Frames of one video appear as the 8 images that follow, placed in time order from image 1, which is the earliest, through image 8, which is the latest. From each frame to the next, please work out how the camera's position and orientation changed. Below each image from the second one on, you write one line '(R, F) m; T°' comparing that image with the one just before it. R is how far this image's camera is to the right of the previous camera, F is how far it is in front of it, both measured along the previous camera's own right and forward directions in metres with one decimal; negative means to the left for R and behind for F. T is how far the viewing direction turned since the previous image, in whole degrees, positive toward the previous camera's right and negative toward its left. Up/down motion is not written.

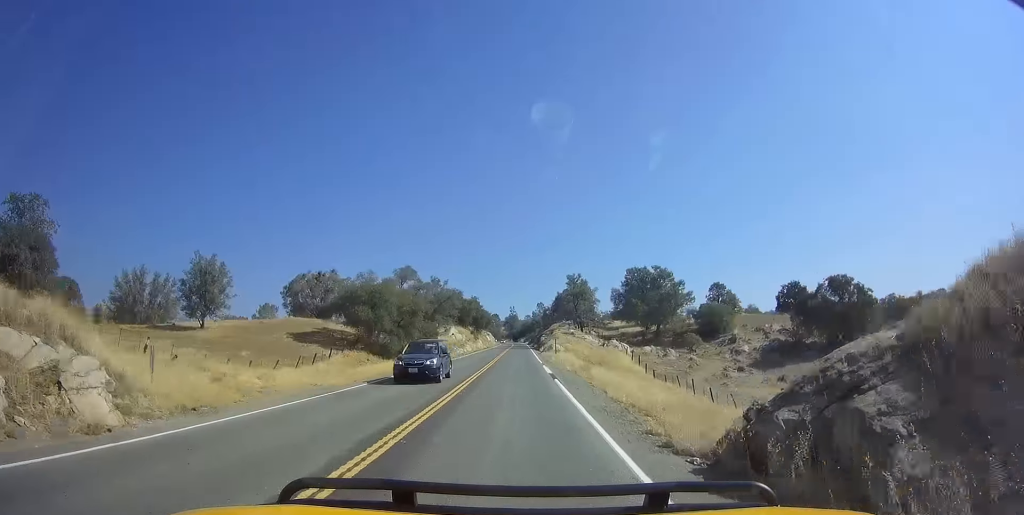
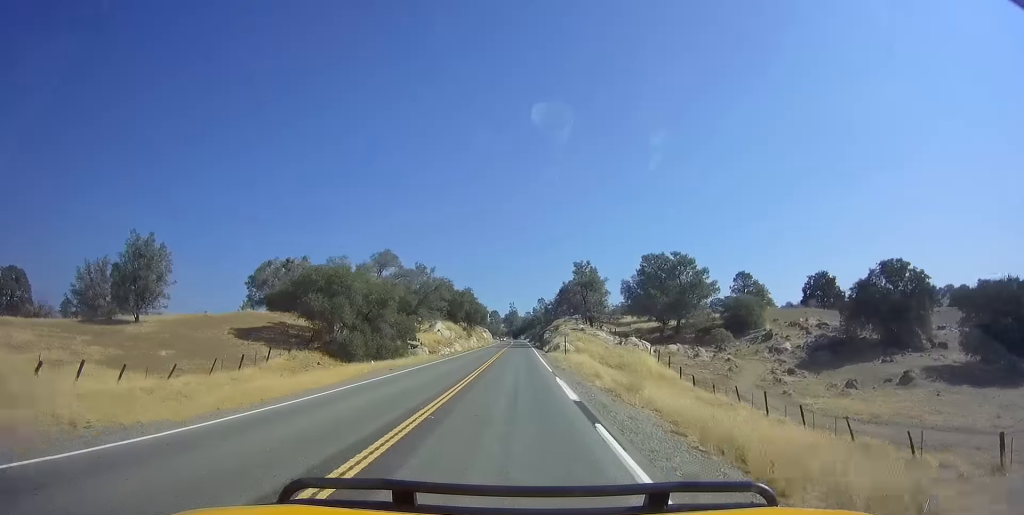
(-0.3, +12.4) m; 0°
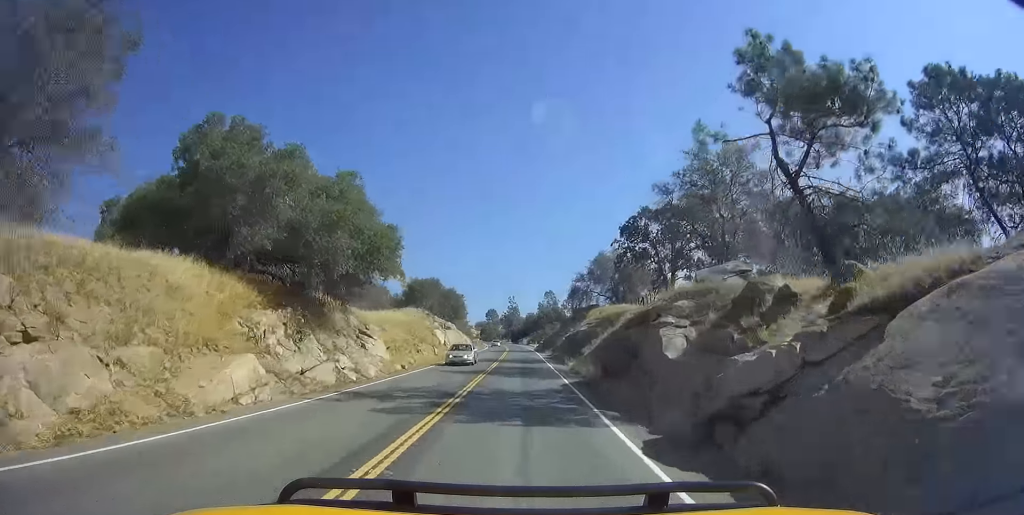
(+0.1, +62.8) m; 0°
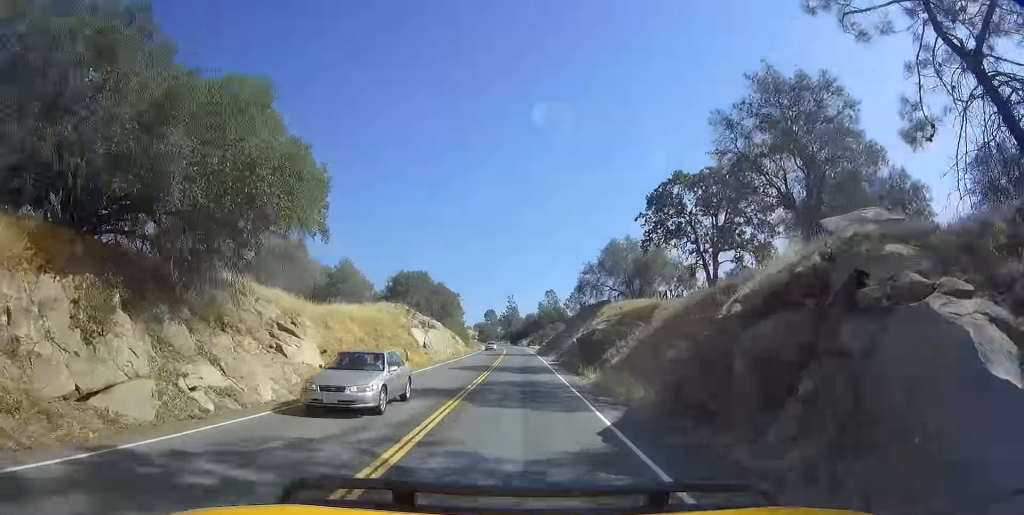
(+0.3, +9.9) m; 0°
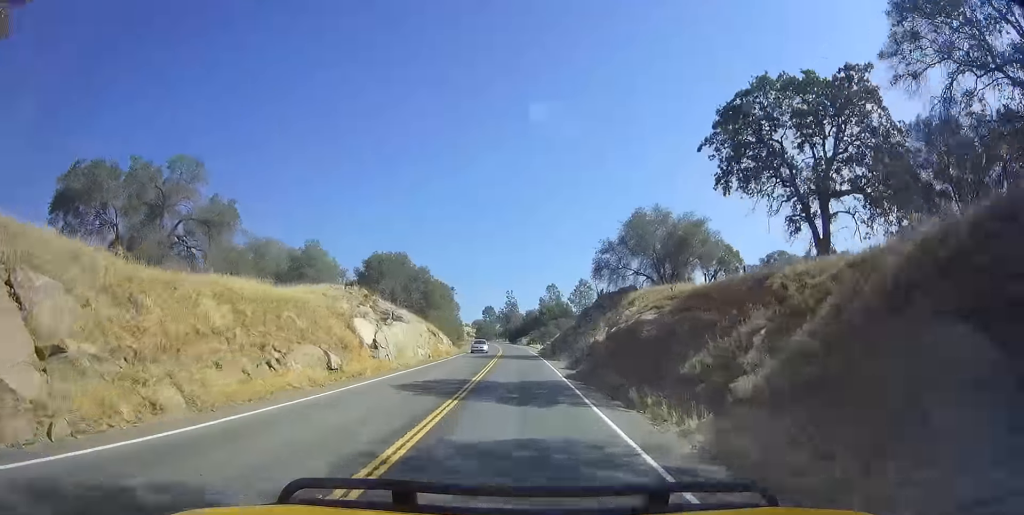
(+0.1, +13.2) m; 0°
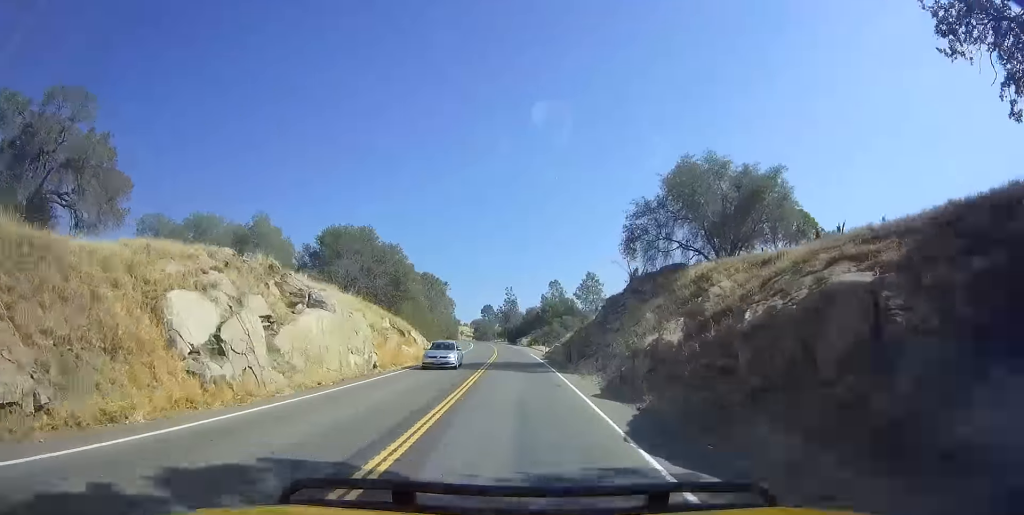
(-0.3, +14.0) m; -1°
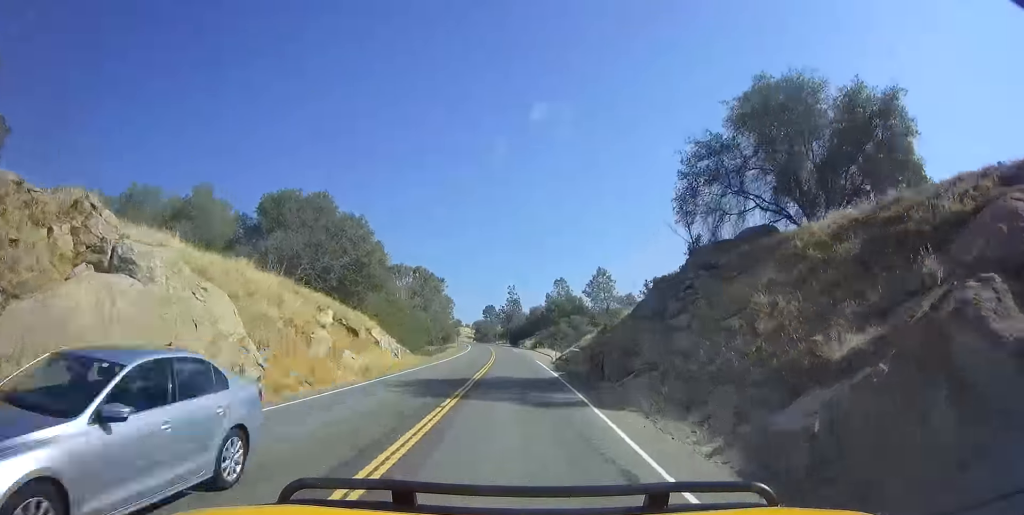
(-0.1, +11.5) m; 0°
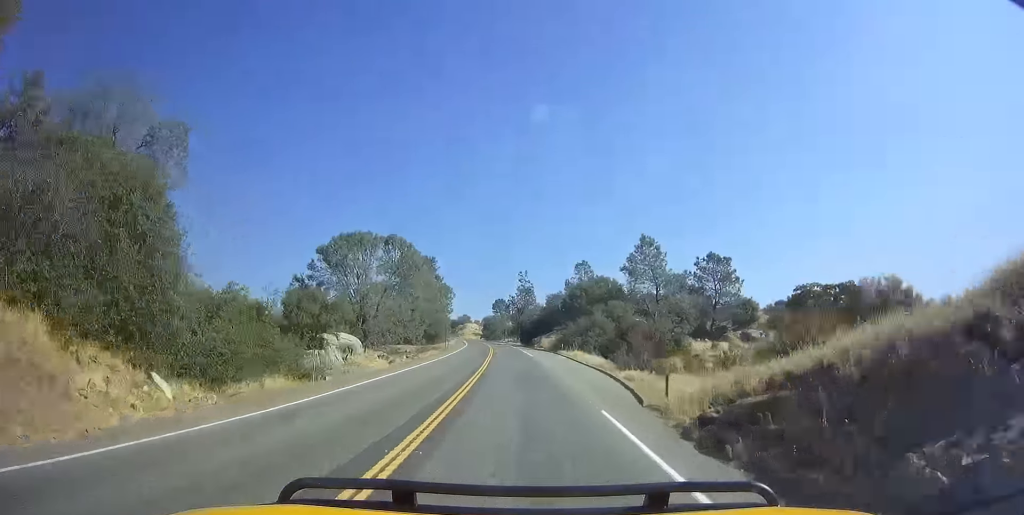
(0.0, +30.4) m; 0°
